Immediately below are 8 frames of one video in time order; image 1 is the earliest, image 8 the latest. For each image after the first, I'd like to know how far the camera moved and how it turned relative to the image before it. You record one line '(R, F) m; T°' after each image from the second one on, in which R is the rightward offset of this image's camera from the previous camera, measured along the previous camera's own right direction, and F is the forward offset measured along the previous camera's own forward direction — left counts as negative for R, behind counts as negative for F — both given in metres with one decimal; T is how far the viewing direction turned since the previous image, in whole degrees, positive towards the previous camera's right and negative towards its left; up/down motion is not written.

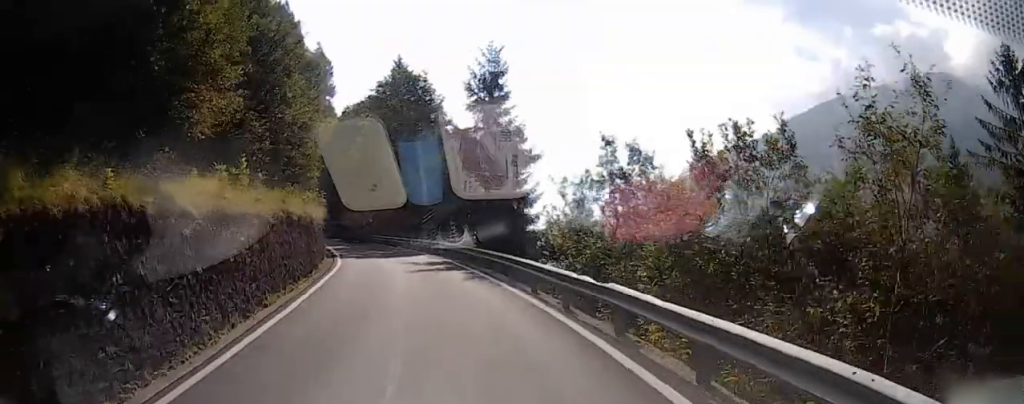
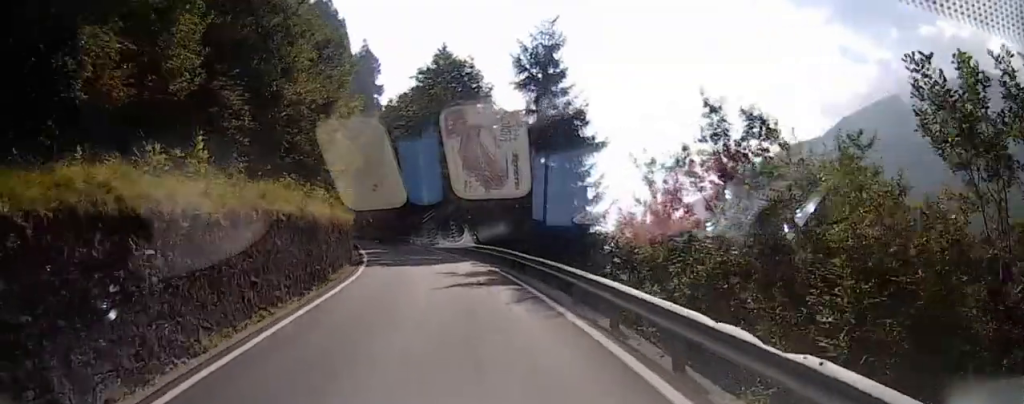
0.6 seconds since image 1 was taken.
(0.0, +4.8) m; -2°
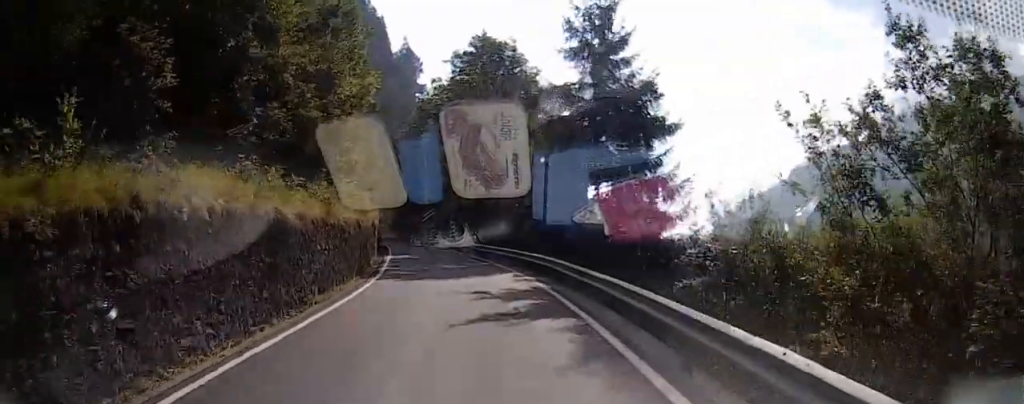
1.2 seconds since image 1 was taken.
(0.0, +5.0) m; -4°
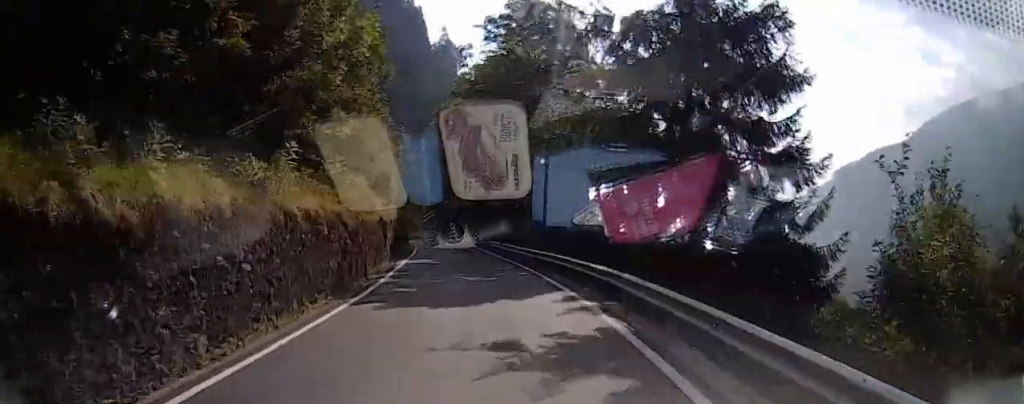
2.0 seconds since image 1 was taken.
(-0.4, +7.0) m; -4°
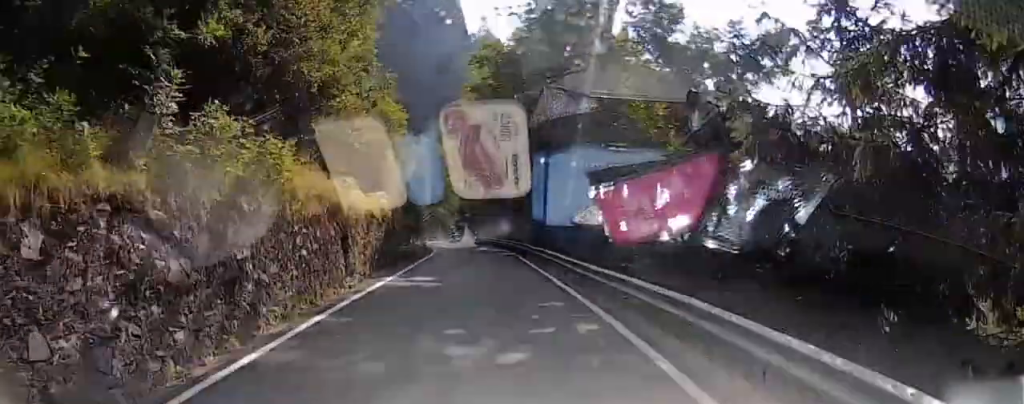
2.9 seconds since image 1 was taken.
(-0.3, +9.7) m; -6°
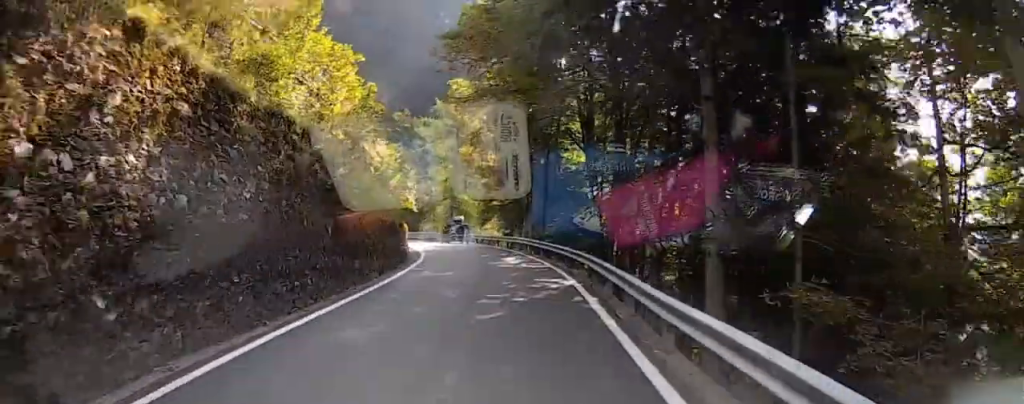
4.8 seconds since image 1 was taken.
(-2.9, +23.7) m; -10°
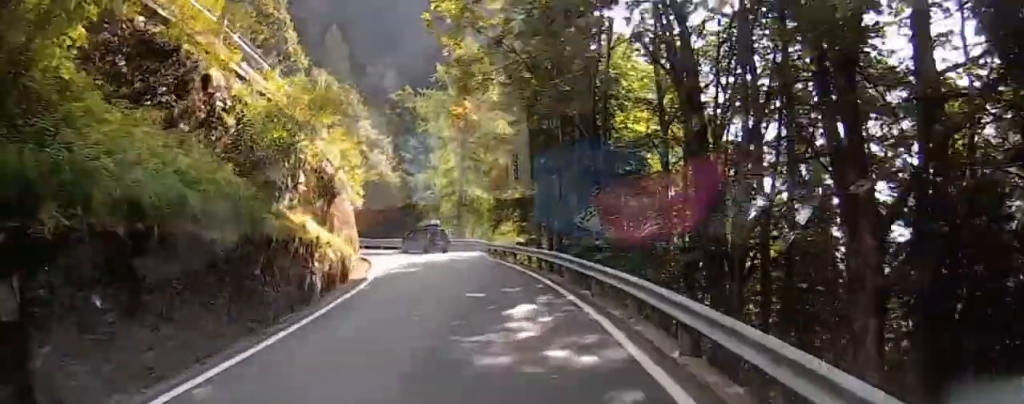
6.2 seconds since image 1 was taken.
(-0.1, +19.1) m; -1°
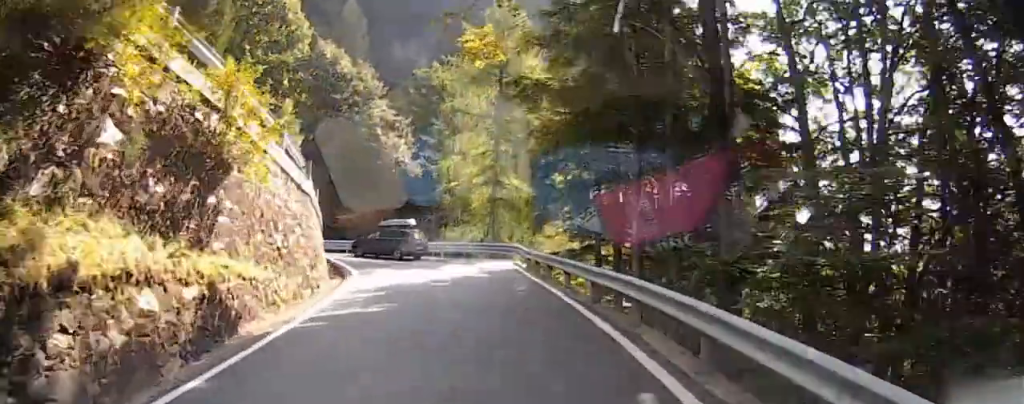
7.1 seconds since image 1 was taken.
(0.0, +11.3) m; -7°
